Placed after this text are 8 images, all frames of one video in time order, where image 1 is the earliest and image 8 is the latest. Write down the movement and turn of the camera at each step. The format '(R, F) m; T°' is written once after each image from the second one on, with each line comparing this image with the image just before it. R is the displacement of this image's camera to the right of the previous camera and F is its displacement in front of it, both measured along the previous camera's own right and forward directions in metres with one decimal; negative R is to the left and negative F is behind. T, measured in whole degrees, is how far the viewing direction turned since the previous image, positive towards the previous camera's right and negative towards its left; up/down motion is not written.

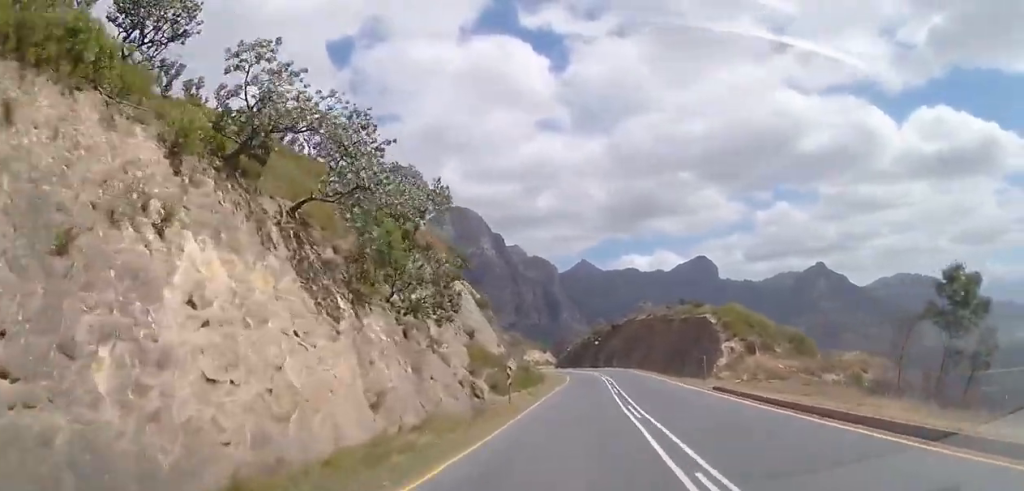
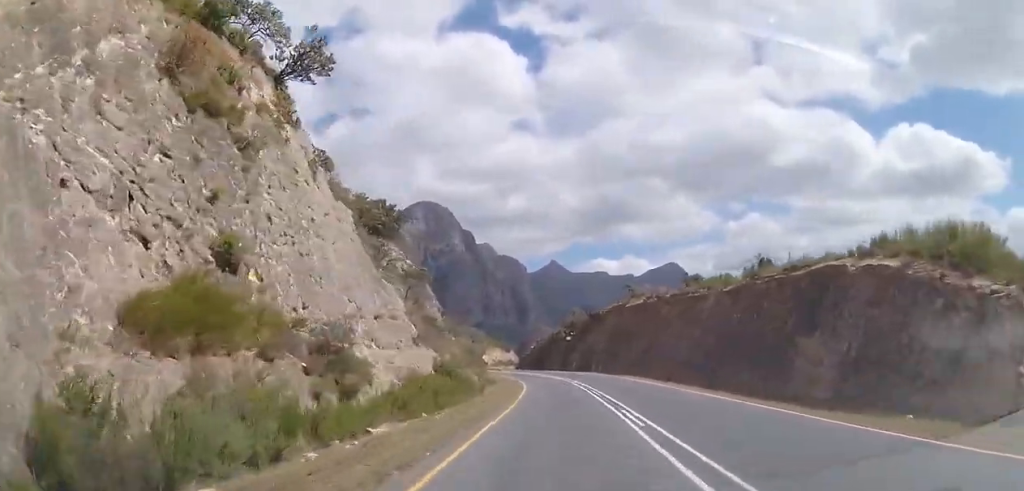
(+0.8, +27.3) m; +4°
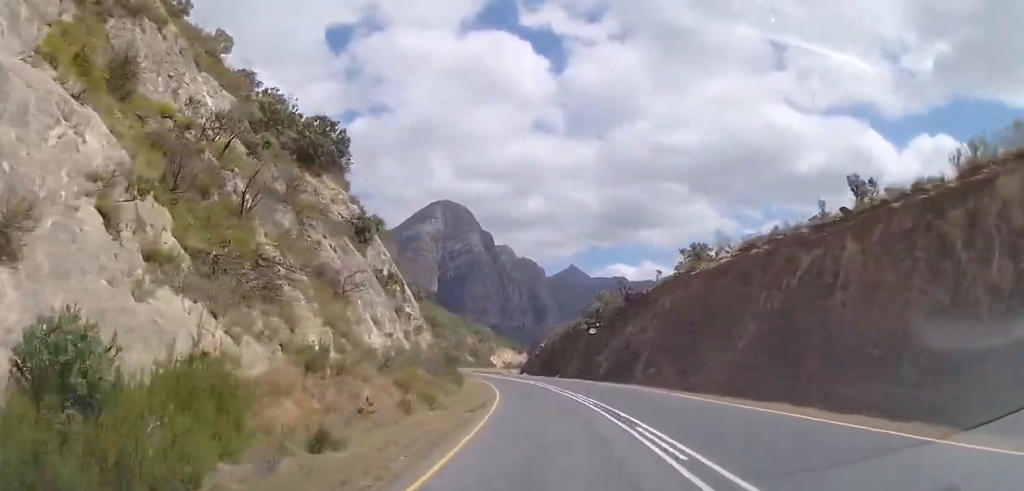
(+0.5, +29.0) m; -1°
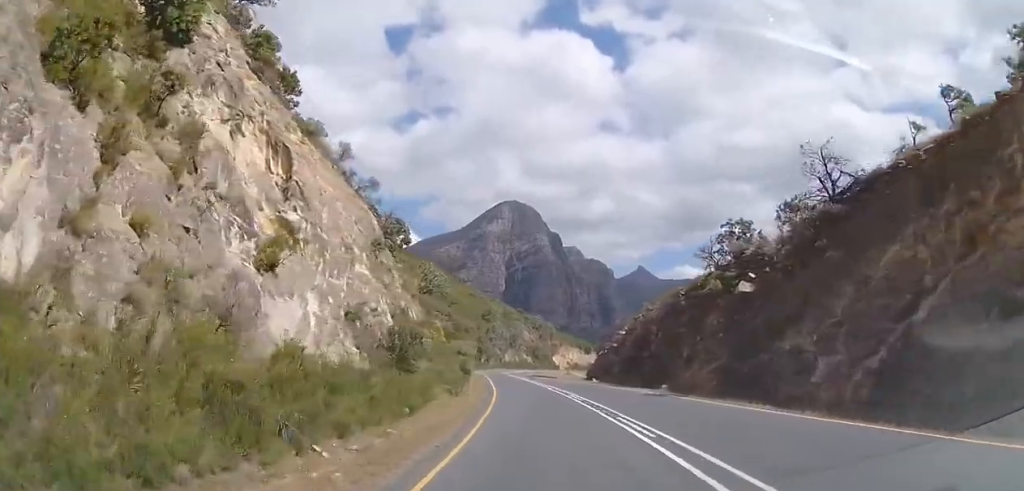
(-2.4, +33.3) m; -8°
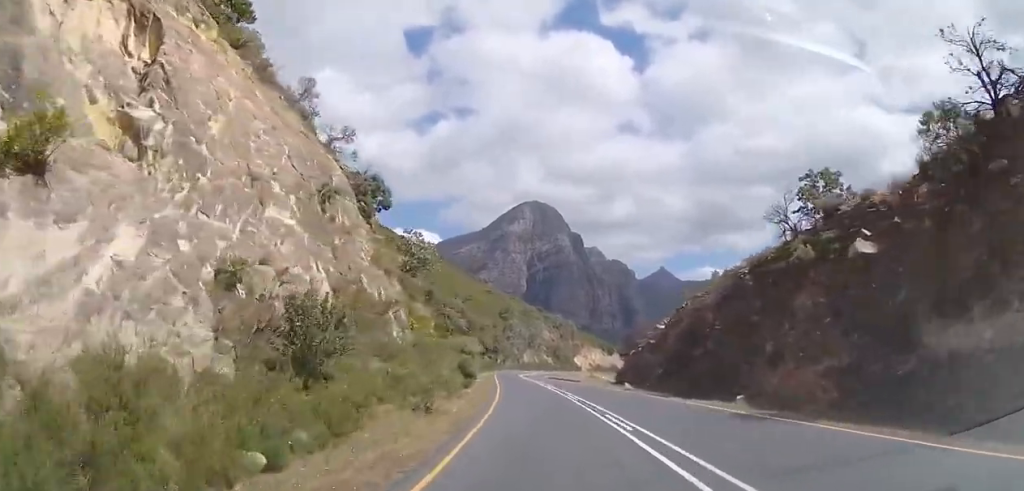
(-0.2, +9.5) m; -2°
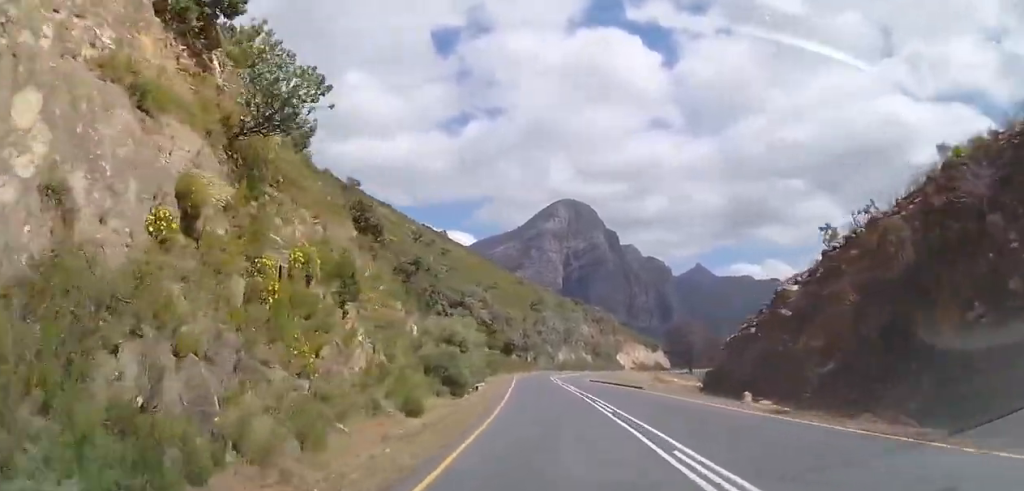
(-0.6, +19.1) m; -3°
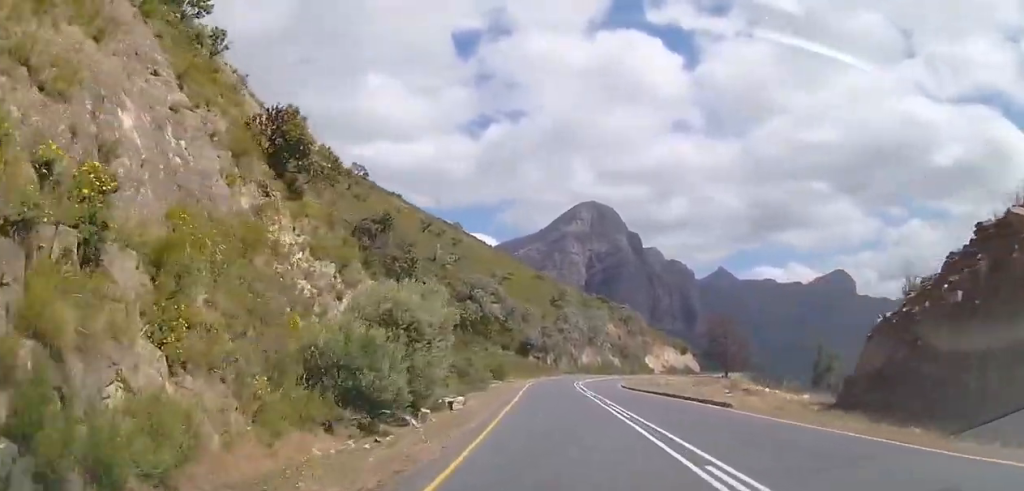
(+0.1, +13.0) m; -3°
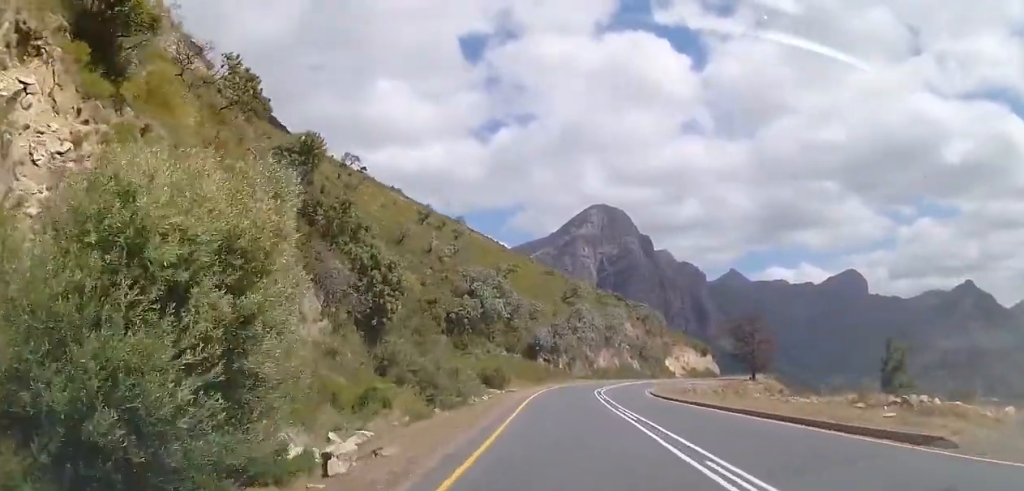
(-0.4, +10.9) m; -1°
